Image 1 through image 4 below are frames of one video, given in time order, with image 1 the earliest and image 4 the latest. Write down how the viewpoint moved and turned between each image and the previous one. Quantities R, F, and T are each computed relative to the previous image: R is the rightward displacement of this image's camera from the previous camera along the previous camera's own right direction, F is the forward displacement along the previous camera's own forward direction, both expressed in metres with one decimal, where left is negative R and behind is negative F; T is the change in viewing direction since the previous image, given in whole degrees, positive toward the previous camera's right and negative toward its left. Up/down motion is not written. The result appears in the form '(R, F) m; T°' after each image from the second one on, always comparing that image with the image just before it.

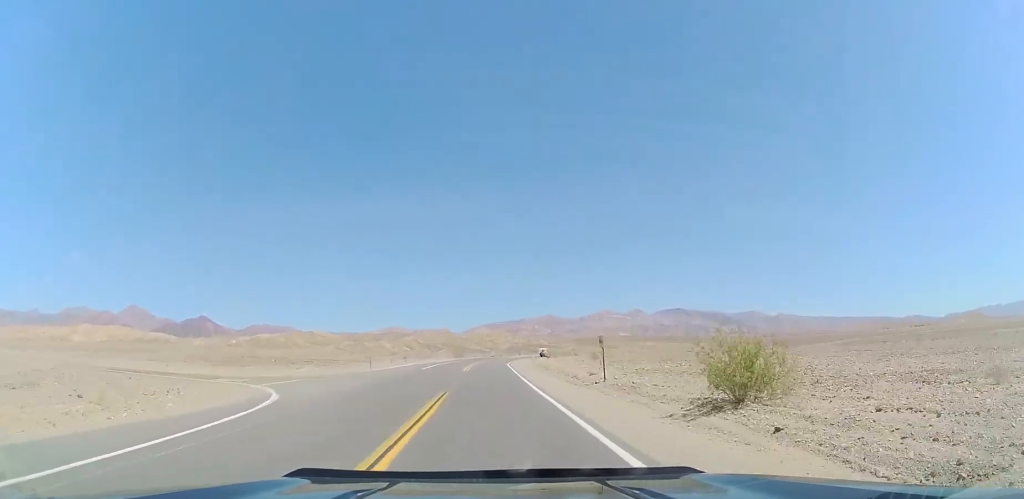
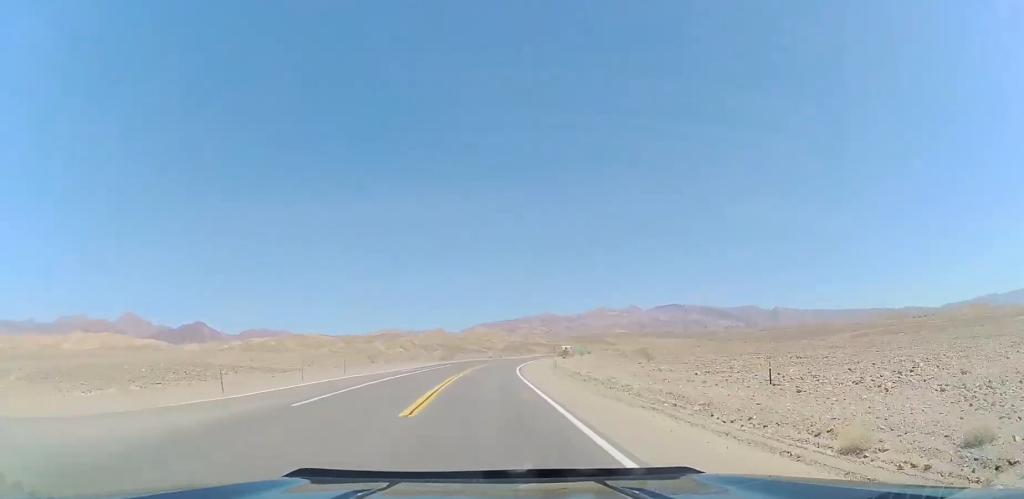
(0.0, +30.0) m; 0°
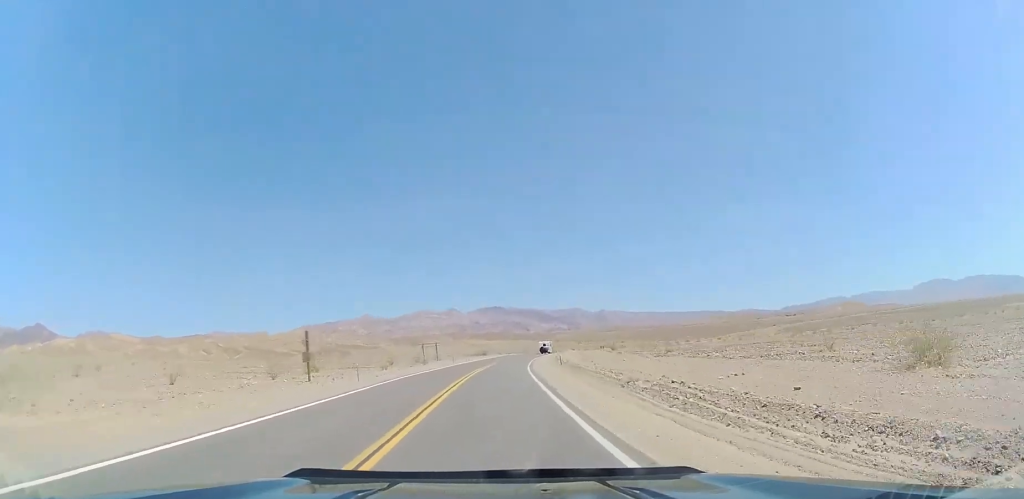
(+15.4, +161.1) m; +18°
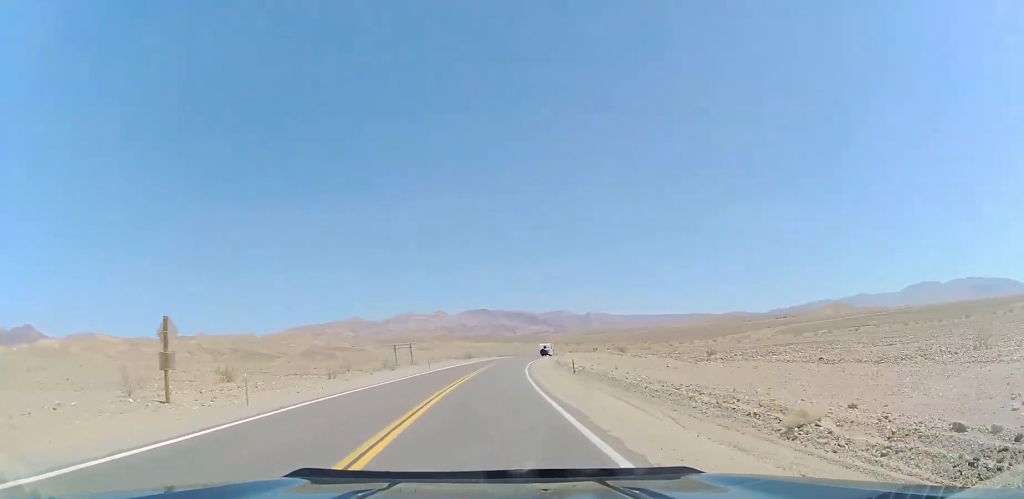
(+0.5, +14.0) m; +2°
